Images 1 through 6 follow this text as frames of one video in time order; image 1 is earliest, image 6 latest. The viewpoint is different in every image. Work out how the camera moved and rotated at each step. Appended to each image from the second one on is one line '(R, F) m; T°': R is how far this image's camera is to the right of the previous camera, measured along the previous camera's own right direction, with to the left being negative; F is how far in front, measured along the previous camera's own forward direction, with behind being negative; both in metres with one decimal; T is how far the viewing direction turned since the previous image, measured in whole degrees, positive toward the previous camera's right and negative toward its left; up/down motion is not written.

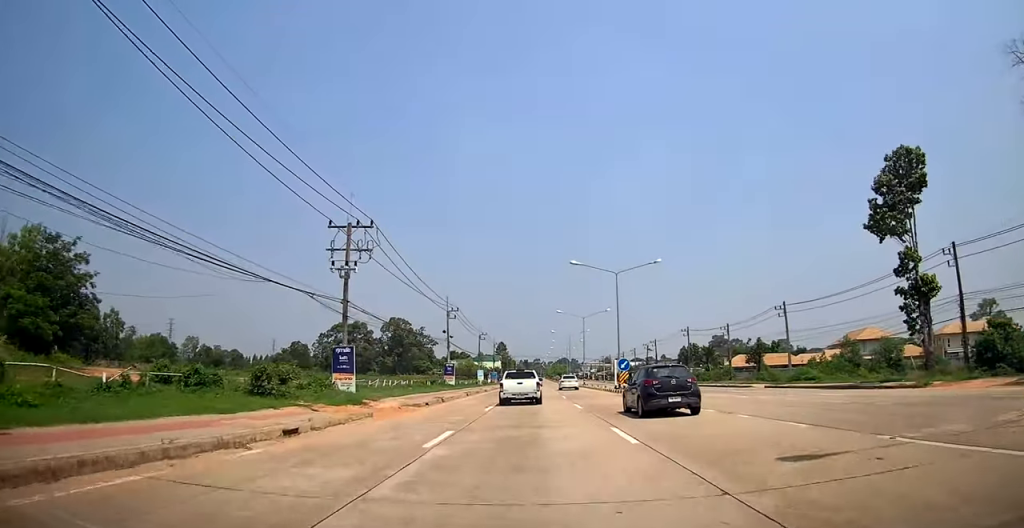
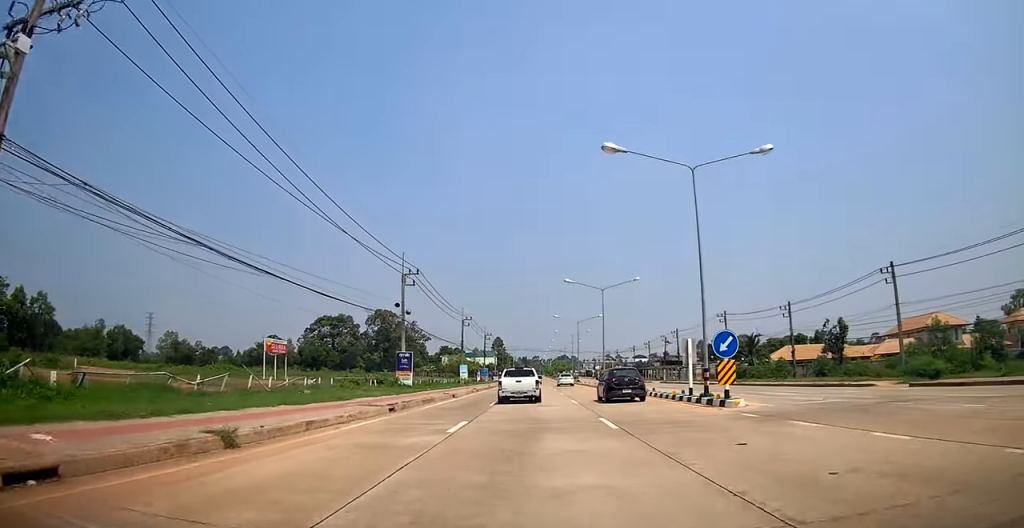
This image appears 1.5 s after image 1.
(+0.2, +21.6) m; 0°
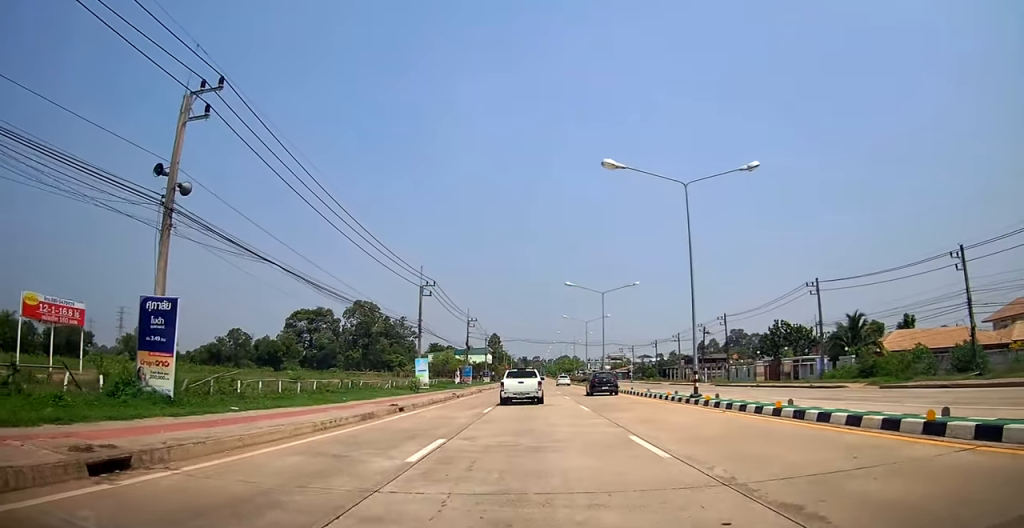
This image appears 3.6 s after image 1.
(-0.5, +29.0) m; -1°
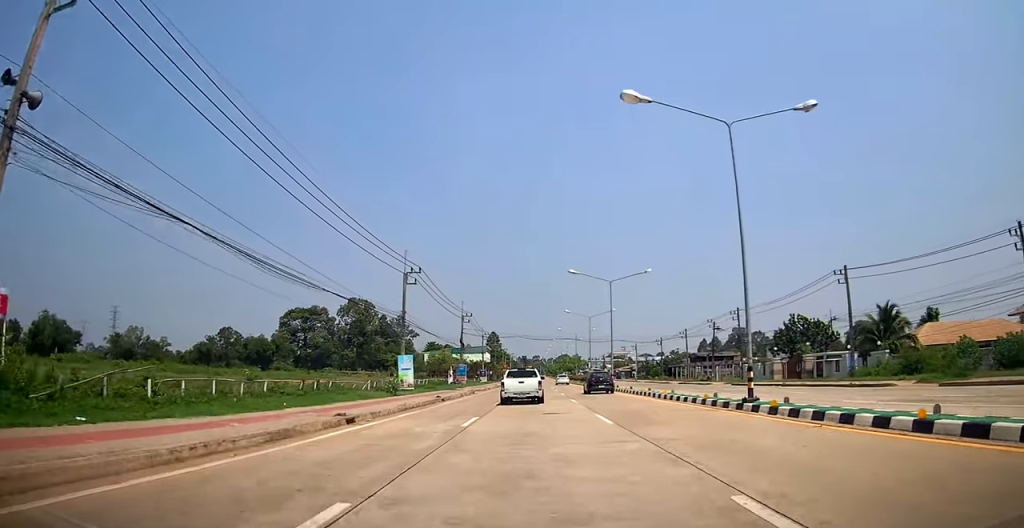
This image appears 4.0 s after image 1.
(+0.1, +5.8) m; 0°
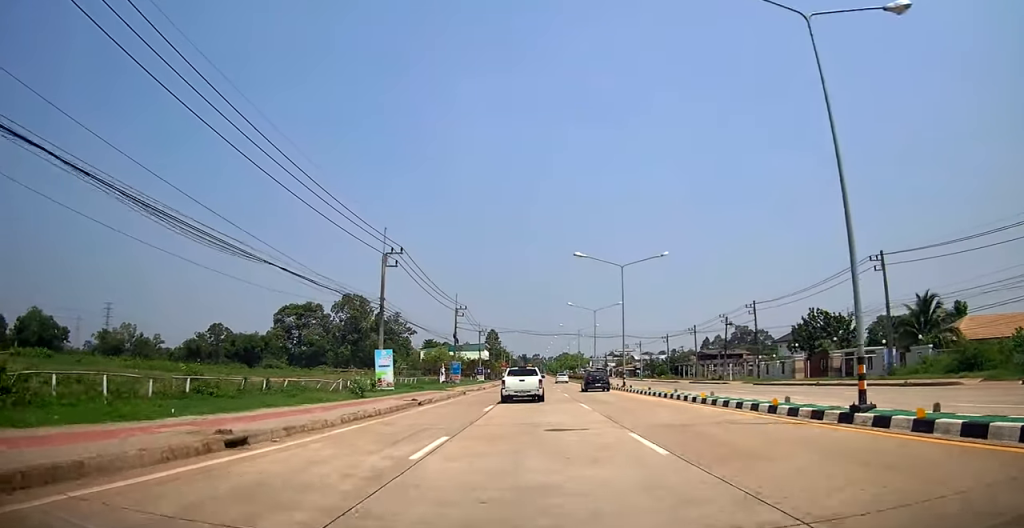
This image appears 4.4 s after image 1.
(0.0, +6.0) m; 0°
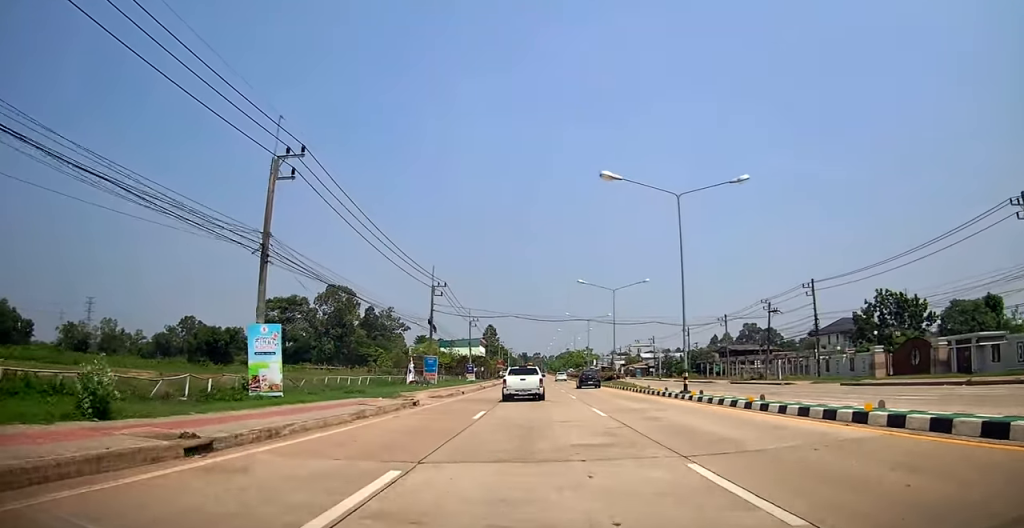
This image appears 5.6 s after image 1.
(0.0, +16.5) m; 0°
